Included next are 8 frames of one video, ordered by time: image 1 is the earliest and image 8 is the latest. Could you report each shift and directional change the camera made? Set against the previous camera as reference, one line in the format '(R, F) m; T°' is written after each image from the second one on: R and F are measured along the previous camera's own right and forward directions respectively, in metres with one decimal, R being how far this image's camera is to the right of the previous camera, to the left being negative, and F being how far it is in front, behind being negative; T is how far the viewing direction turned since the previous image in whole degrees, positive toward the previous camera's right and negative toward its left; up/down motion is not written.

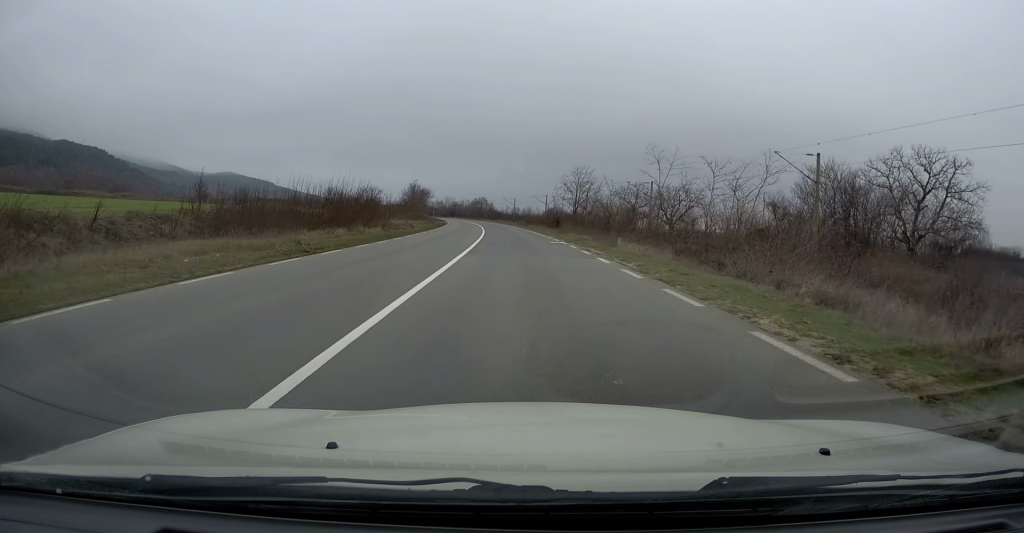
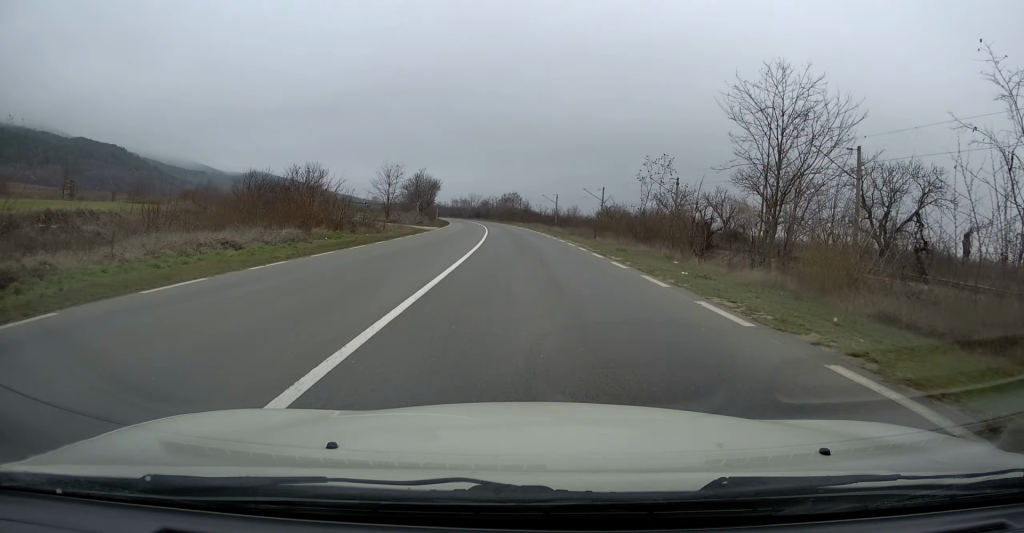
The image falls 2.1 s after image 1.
(-0.9, +43.8) m; -3°
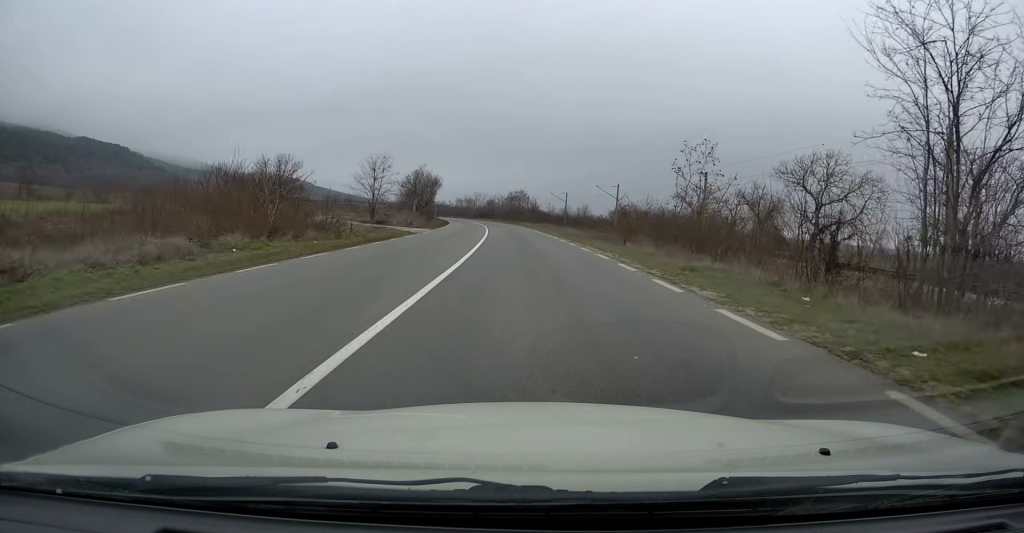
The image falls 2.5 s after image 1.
(-0.1, +8.3) m; -1°
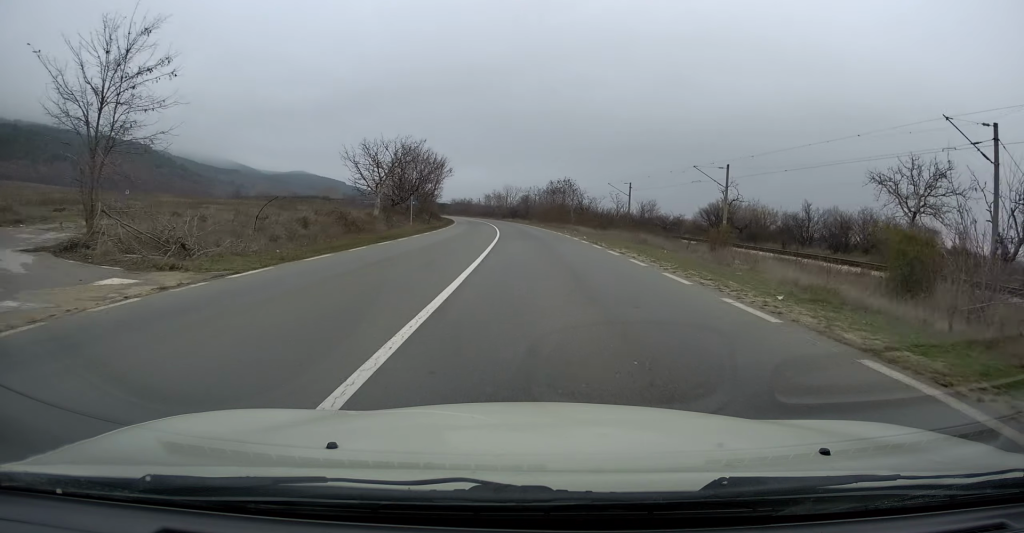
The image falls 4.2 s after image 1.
(-0.6, +33.7) m; -2°
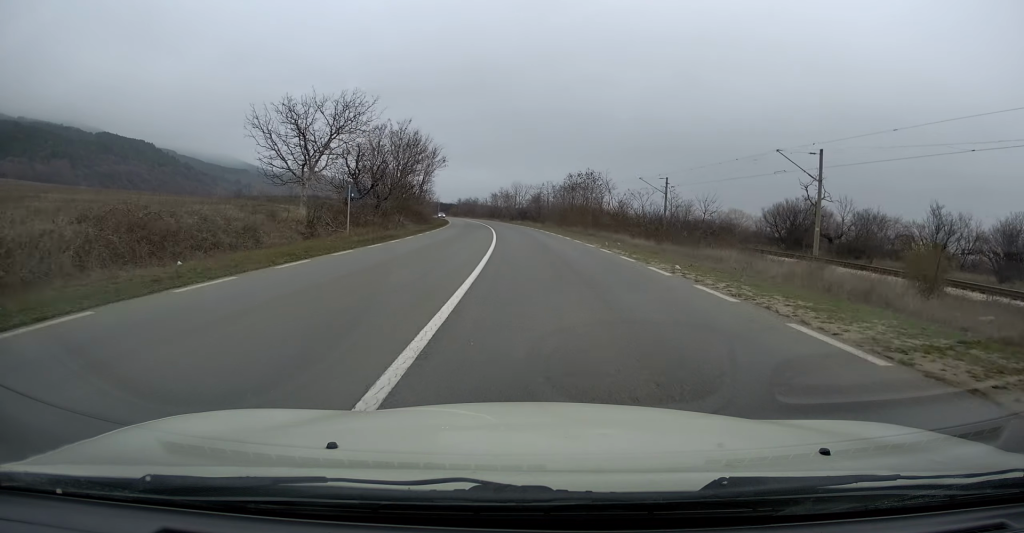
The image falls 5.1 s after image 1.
(-0.1, +14.8) m; -1°
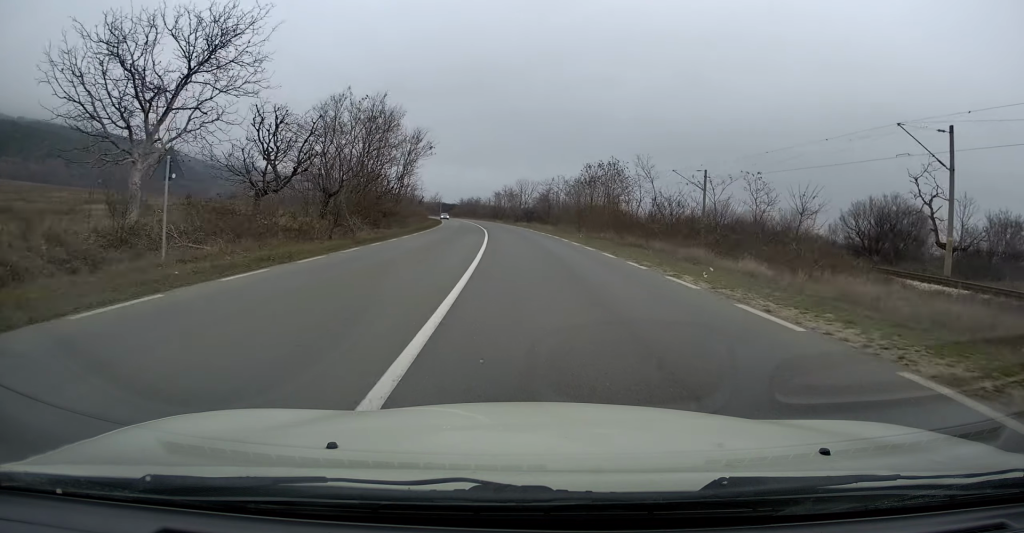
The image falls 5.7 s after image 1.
(-0.1, +12.1) m; -1°
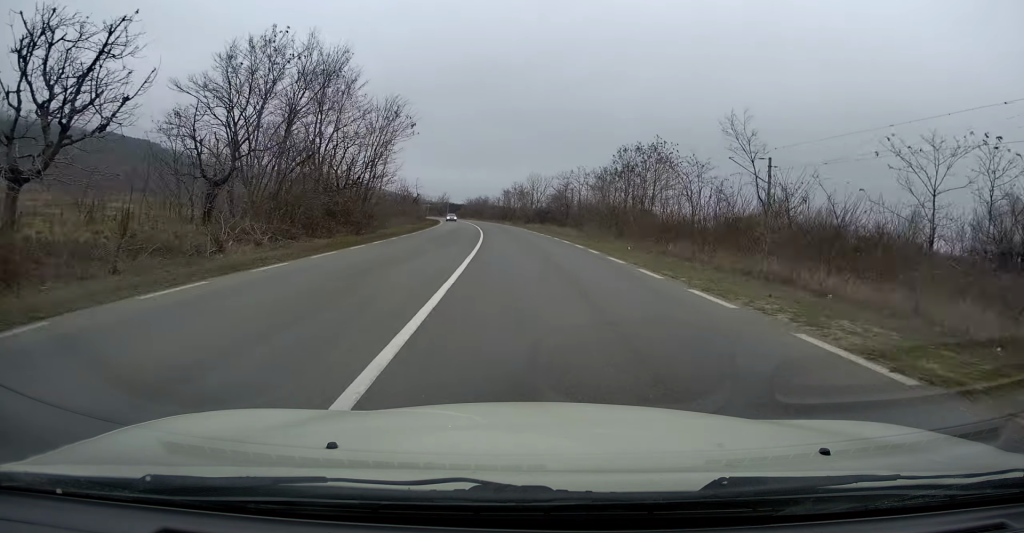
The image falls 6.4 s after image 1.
(0.0, +12.7) m; -1°
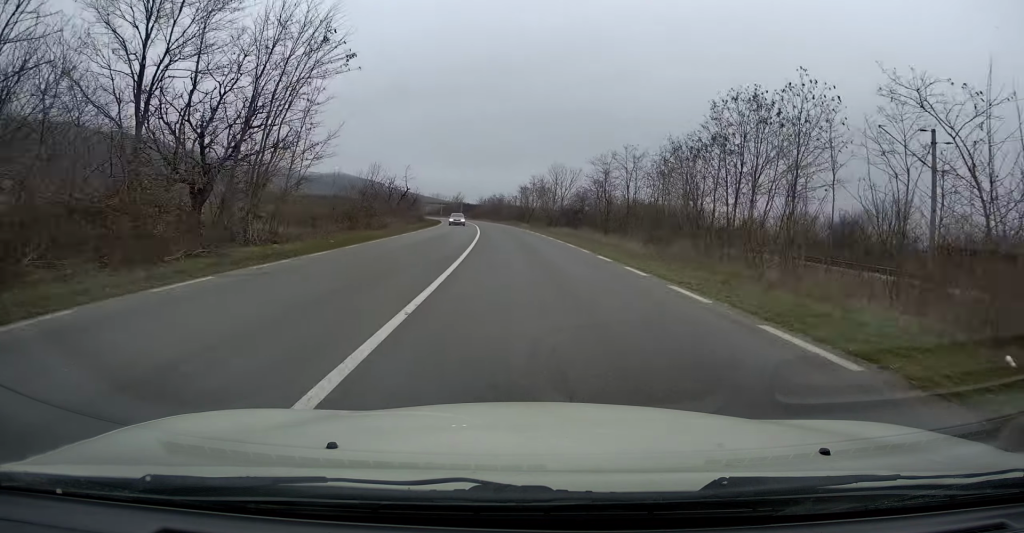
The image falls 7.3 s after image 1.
(-0.3, +18.0) m; -1°
